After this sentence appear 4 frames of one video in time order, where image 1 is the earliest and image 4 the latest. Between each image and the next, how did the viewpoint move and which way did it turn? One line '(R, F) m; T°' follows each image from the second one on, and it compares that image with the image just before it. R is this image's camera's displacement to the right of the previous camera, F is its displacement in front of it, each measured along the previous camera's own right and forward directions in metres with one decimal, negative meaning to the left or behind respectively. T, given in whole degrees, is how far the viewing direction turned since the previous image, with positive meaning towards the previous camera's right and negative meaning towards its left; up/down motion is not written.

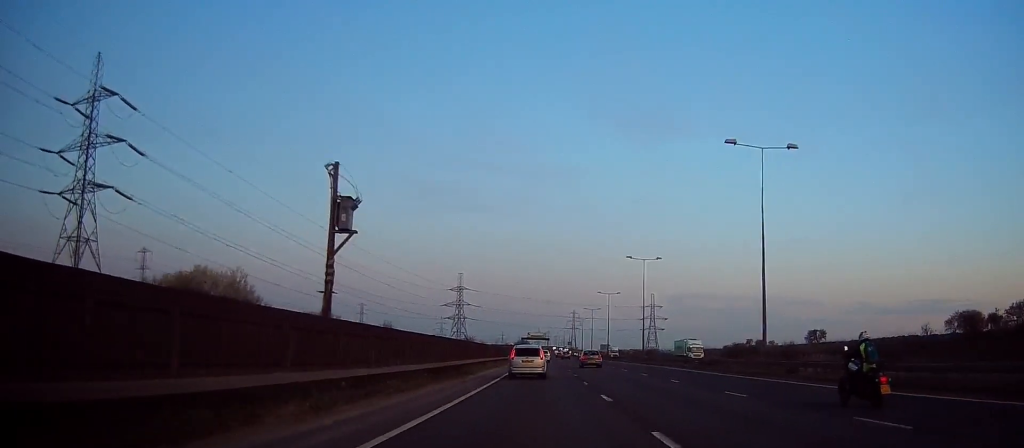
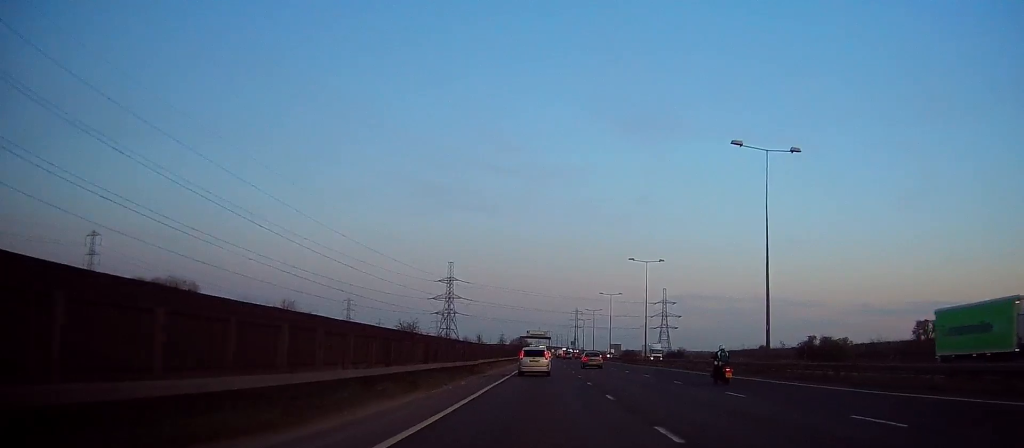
(+0.1, +43.9) m; 0°
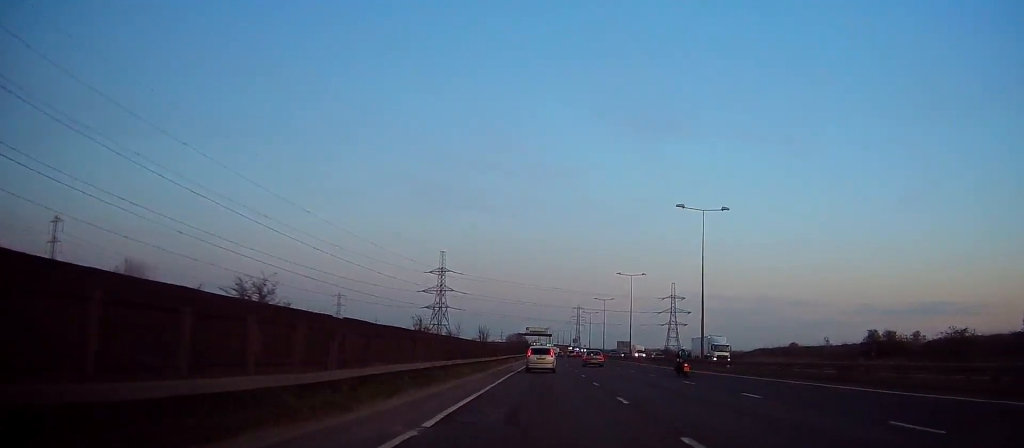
(-0.7, +28.2) m; -1°
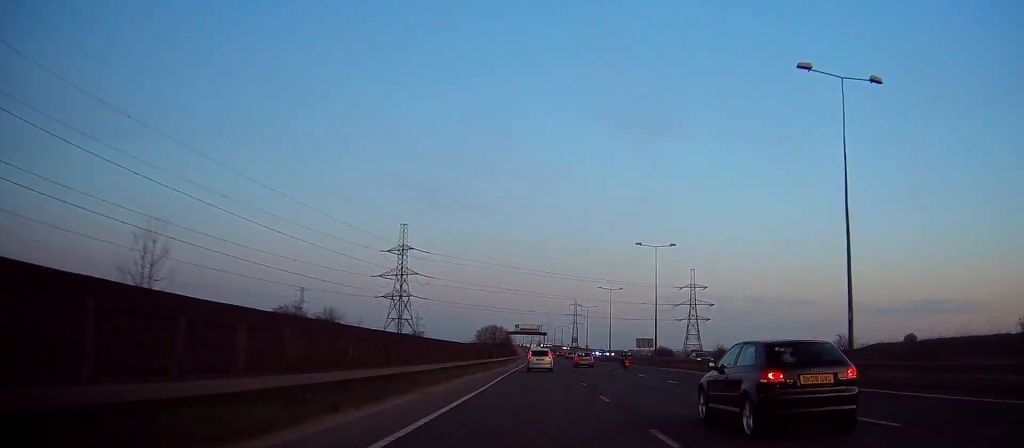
(+1.2, +70.3) m; 0°
